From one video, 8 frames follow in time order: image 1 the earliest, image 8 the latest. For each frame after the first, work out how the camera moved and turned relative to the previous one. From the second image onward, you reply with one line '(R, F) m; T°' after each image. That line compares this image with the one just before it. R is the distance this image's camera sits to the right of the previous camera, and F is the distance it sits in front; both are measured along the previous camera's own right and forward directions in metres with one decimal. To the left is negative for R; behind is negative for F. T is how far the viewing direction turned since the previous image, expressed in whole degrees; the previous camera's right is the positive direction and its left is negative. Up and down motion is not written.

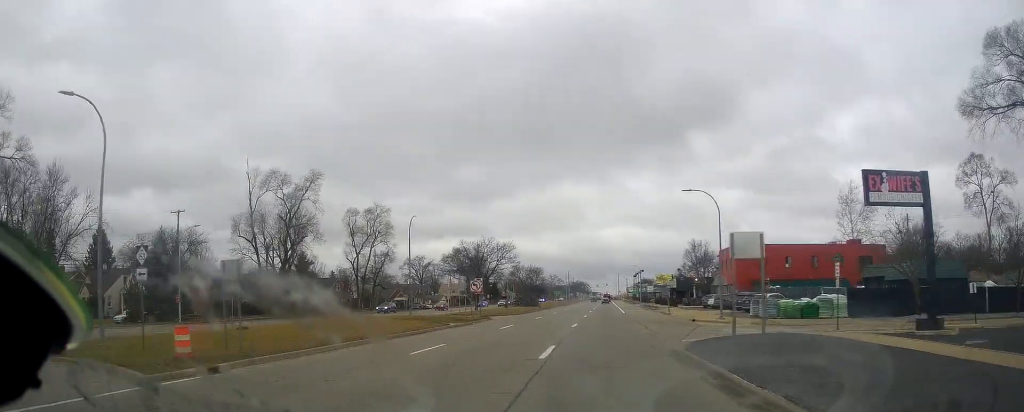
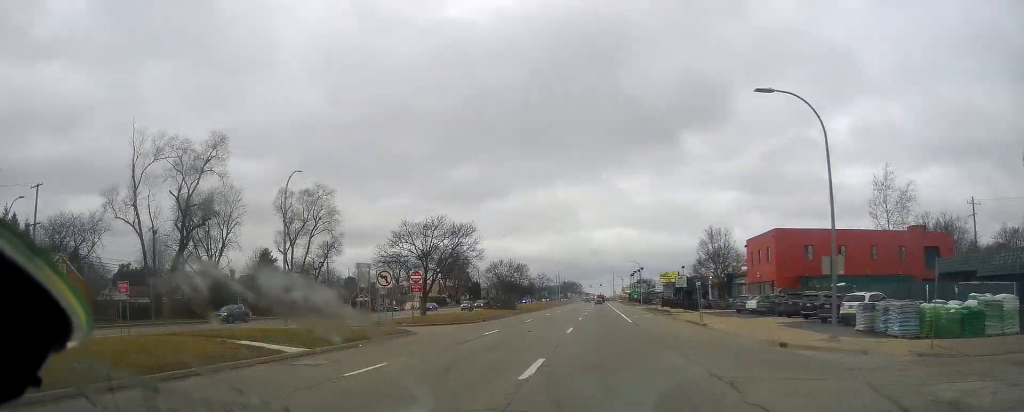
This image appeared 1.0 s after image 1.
(0.0, +20.6) m; +1°
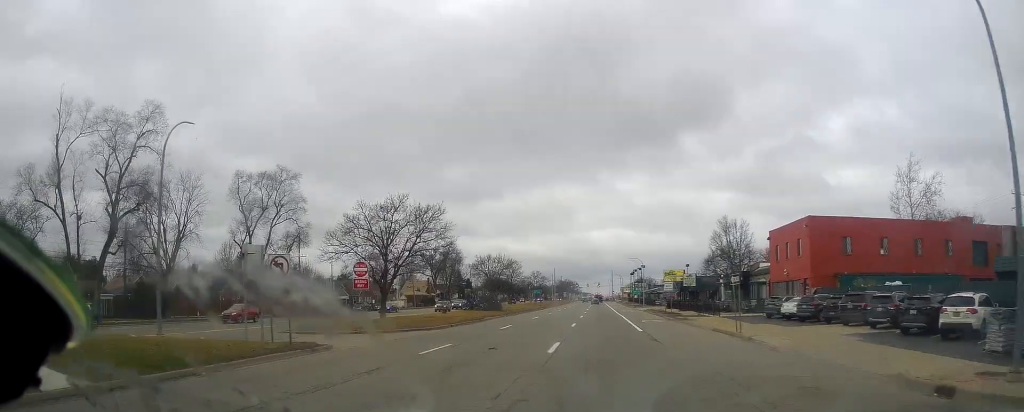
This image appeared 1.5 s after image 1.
(-0.1, +10.3) m; +1°
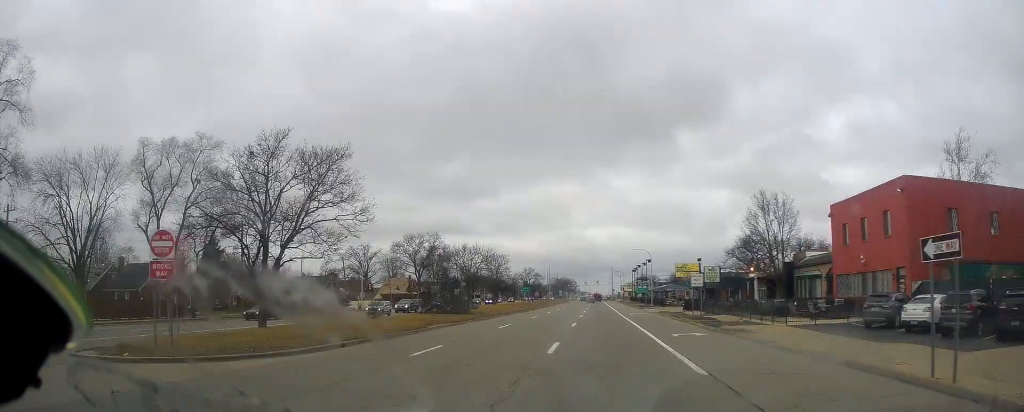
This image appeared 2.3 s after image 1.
(+0.4, +17.2) m; 0°
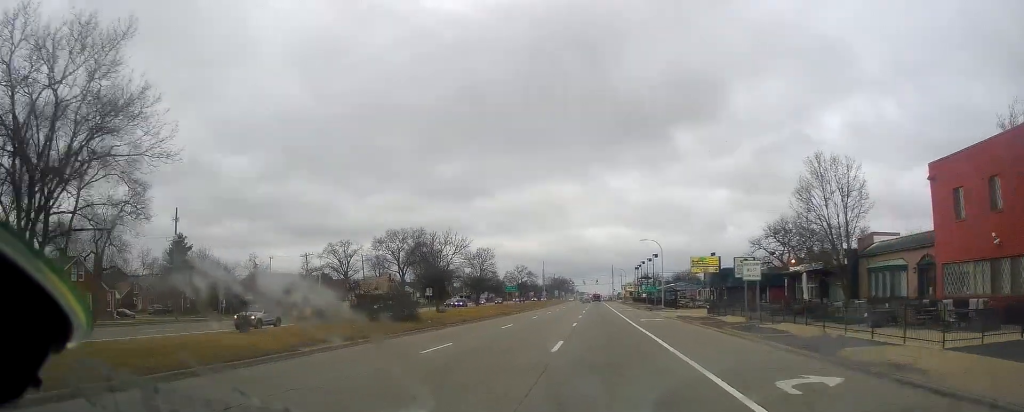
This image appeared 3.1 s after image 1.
(-0.1, +15.1) m; -1°
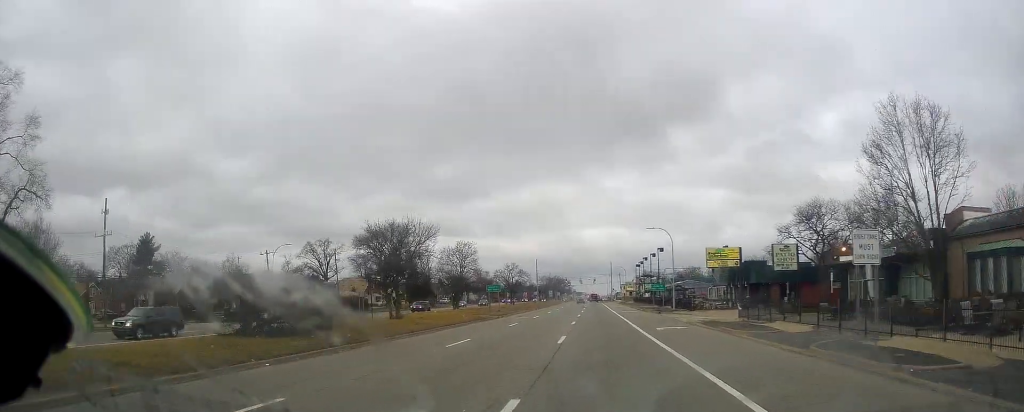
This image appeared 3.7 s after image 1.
(-0.2, +12.3) m; -1°
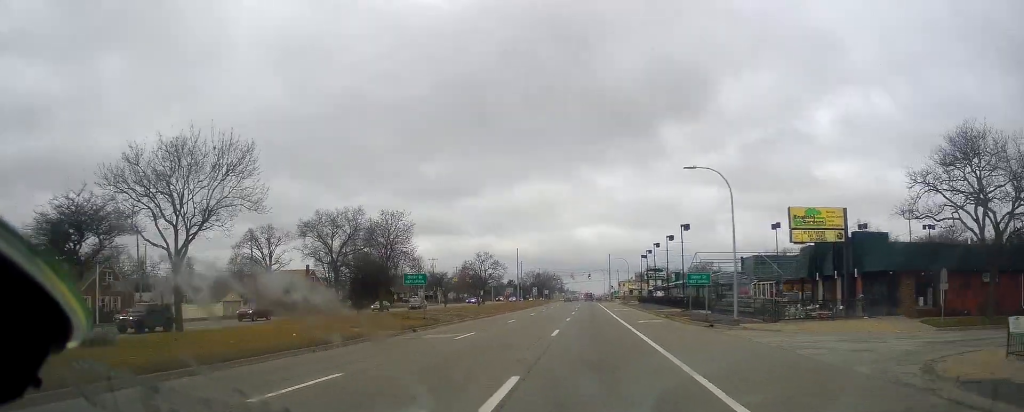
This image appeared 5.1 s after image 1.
(+0.5, +28.5) m; +1°
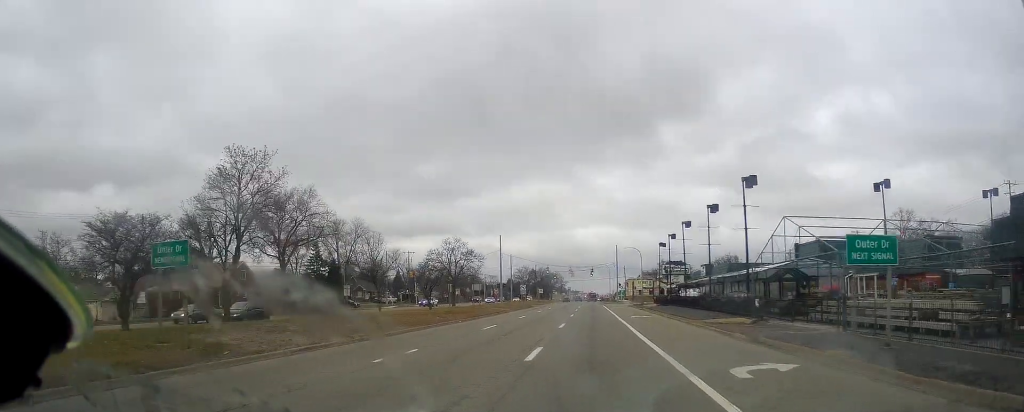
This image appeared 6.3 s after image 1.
(-0.1, +25.0) m; 0°
